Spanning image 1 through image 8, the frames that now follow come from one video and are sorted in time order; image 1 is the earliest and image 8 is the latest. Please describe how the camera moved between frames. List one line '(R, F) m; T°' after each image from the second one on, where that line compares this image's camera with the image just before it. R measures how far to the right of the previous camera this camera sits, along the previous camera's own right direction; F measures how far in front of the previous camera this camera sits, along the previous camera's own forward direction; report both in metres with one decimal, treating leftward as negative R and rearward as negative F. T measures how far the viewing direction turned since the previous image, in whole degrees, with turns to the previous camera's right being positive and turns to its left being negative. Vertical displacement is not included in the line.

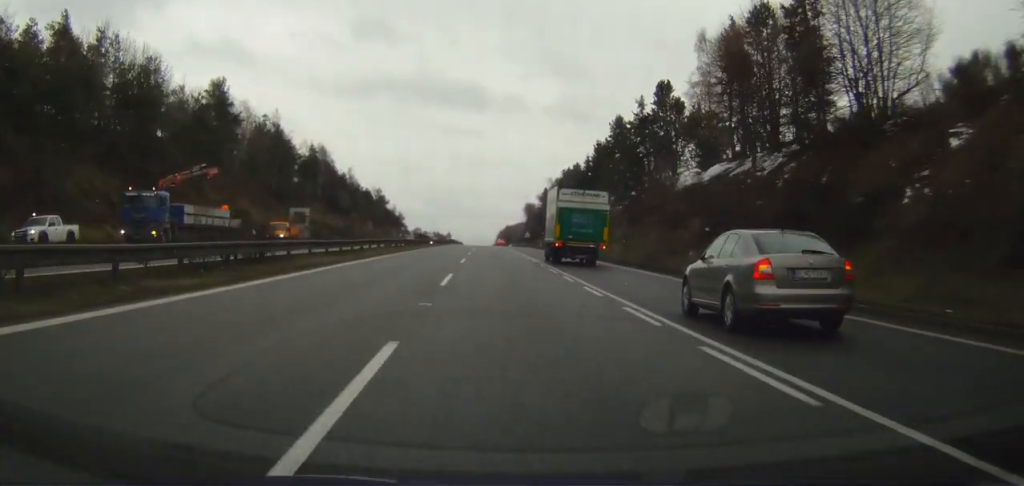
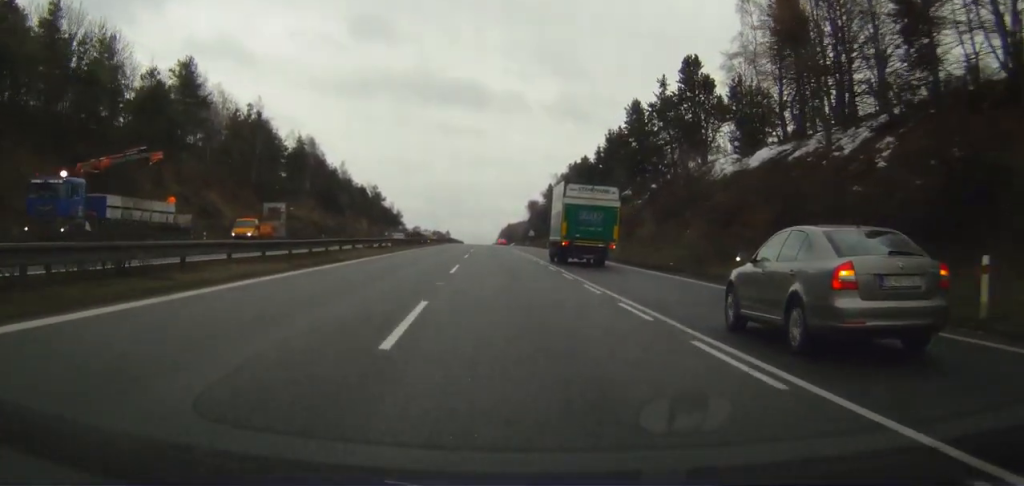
(-0.1, +11.5) m; 0°
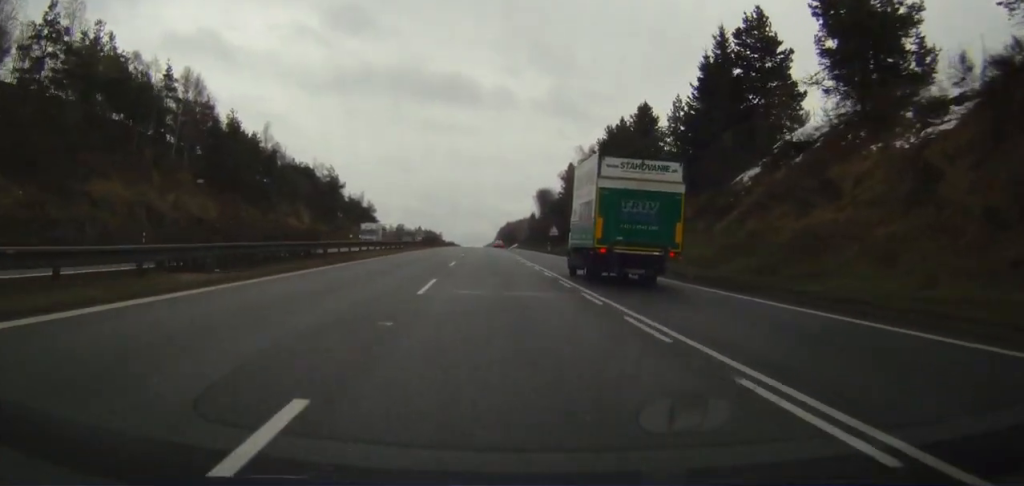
(-0.4, +61.5) m; 0°
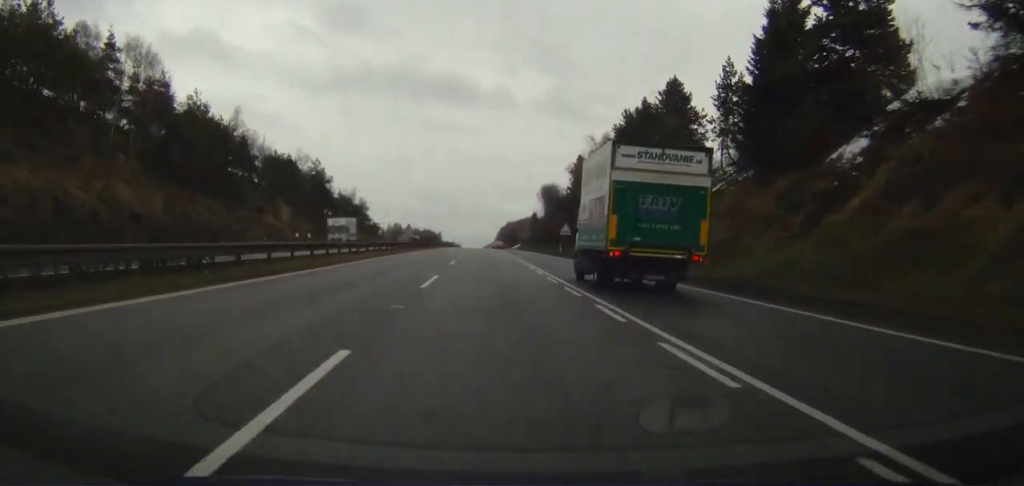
(-0.2, +14.6) m; 0°
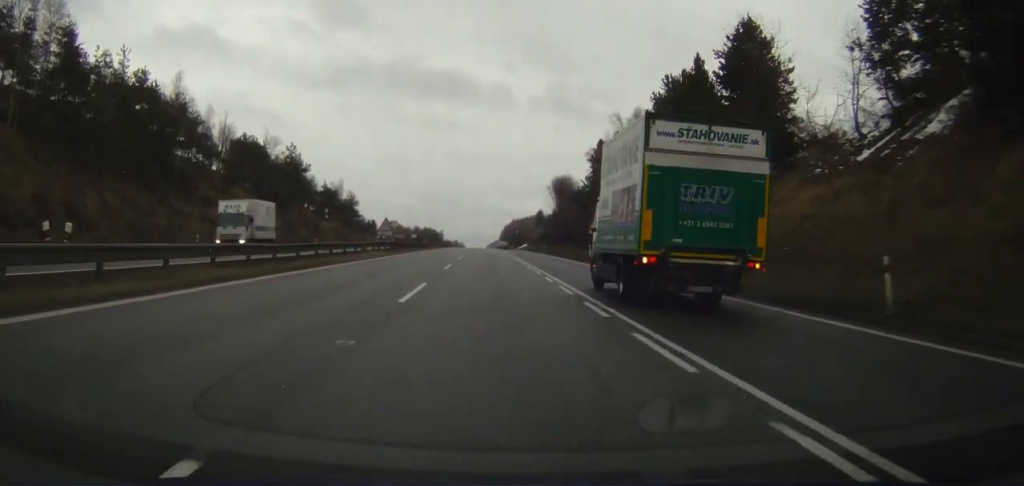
(+0.4, +22.6) m; +1°
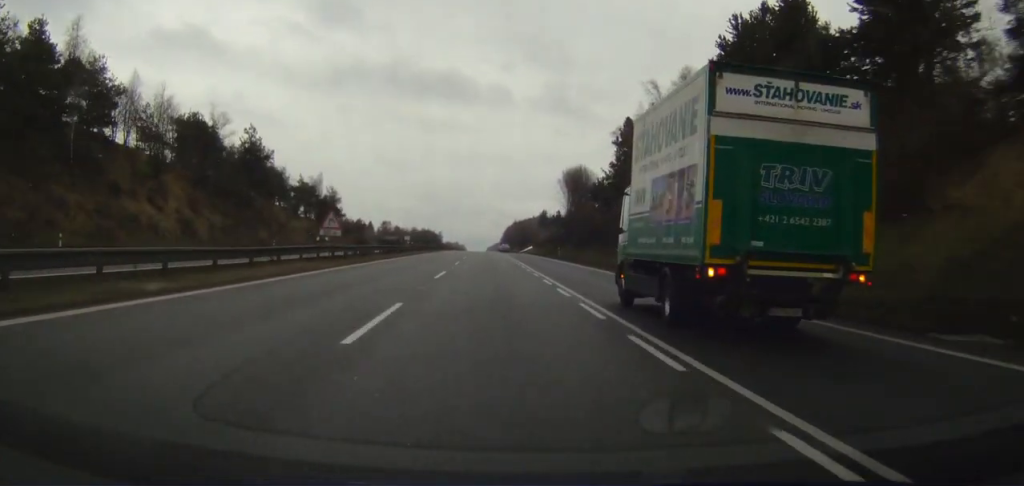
(+0.1, +24.0) m; 0°
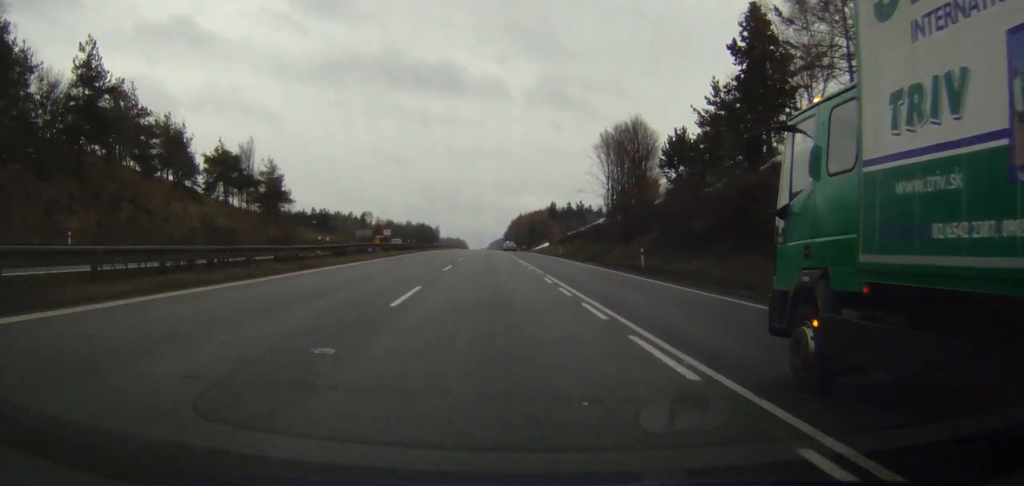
(-0.2, +48.5) m; -1°
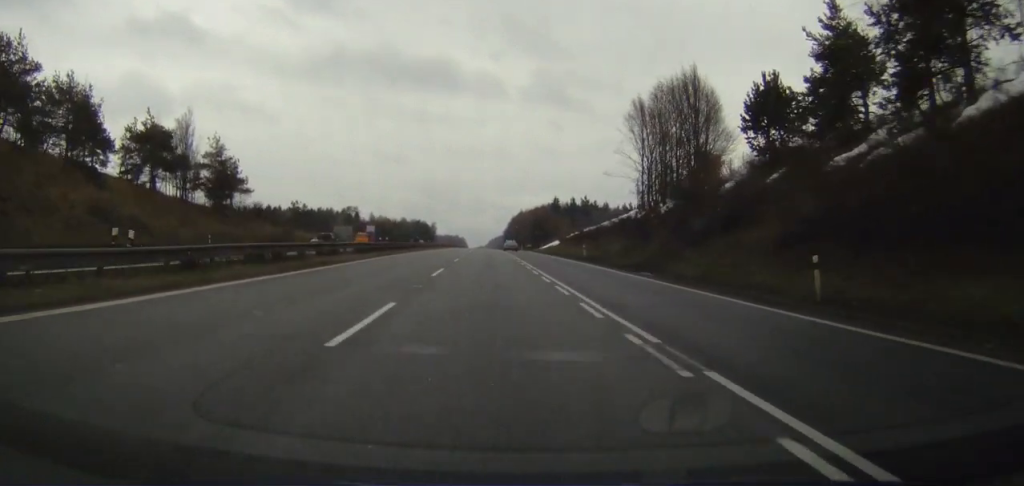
(-0.1, +23.4) m; 0°
